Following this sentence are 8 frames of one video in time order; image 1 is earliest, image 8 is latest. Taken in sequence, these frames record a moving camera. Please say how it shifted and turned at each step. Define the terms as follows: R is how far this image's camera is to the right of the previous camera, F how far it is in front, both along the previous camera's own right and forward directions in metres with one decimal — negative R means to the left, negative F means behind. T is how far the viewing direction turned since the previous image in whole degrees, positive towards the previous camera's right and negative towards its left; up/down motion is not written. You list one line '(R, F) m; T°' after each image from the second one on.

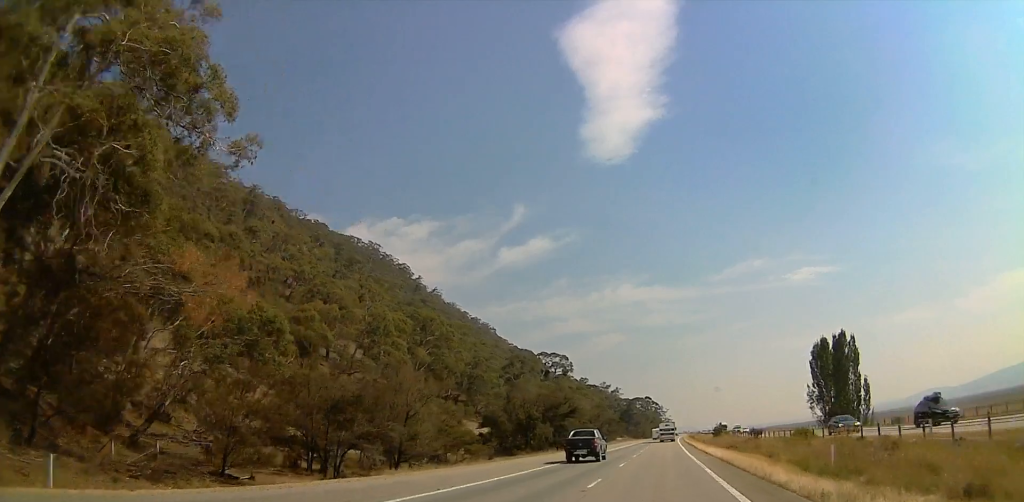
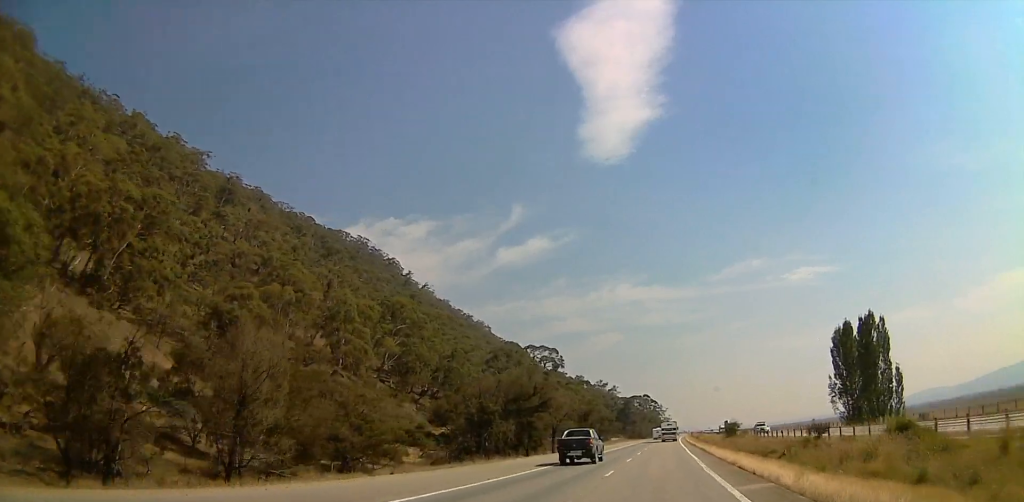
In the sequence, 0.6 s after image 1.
(+0.1, +19.1) m; +1°
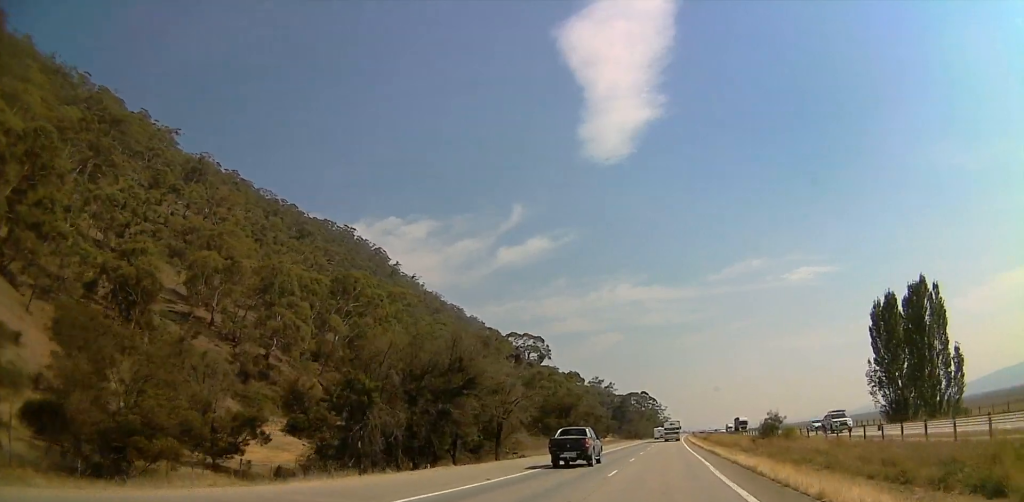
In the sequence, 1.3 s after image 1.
(+0.2, +22.7) m; 0°
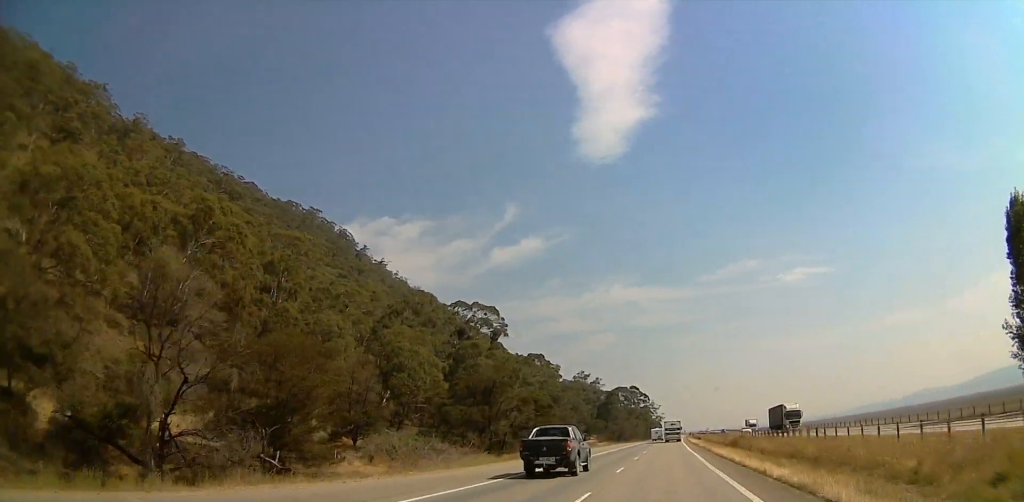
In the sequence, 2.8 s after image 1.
(0.0, +46.1) m; 0°
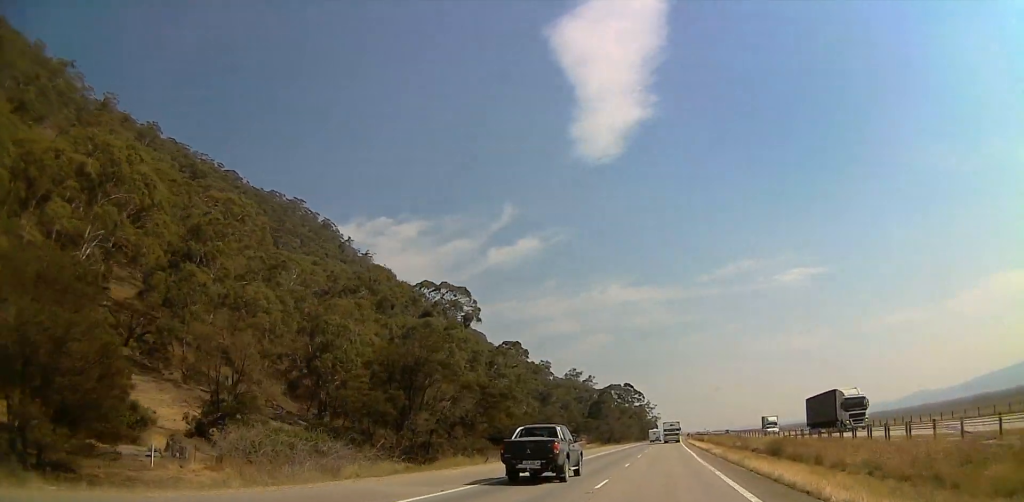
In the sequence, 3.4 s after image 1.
(0.0, +18.2) m; 0°
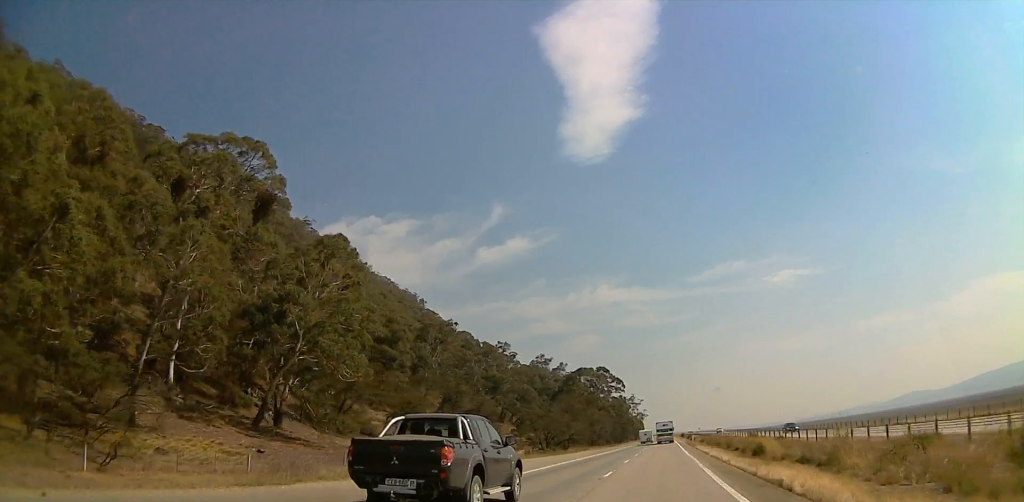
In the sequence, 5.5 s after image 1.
(0.0, +66.0) m; 0°
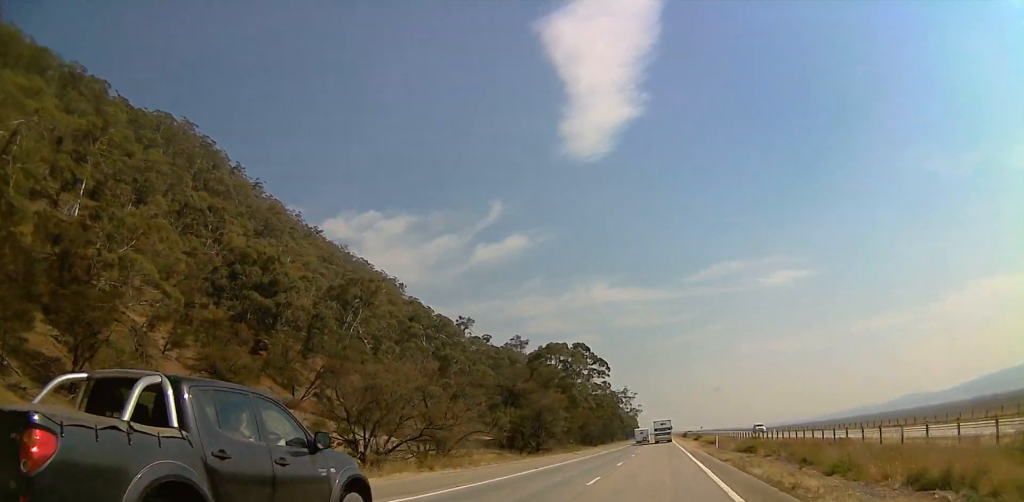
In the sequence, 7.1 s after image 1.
(+0.1, +48.0) m; 0°
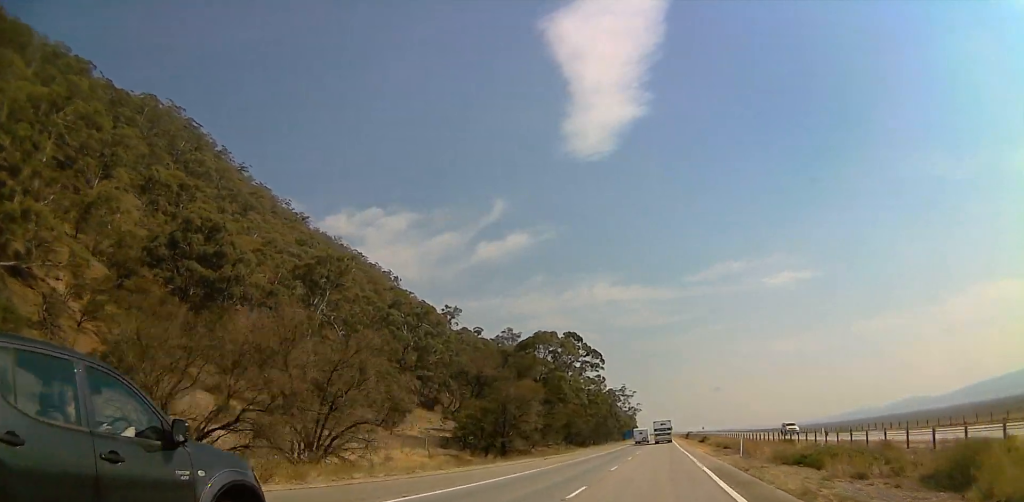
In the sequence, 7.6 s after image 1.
(0.0, +15.4) m; 0°
